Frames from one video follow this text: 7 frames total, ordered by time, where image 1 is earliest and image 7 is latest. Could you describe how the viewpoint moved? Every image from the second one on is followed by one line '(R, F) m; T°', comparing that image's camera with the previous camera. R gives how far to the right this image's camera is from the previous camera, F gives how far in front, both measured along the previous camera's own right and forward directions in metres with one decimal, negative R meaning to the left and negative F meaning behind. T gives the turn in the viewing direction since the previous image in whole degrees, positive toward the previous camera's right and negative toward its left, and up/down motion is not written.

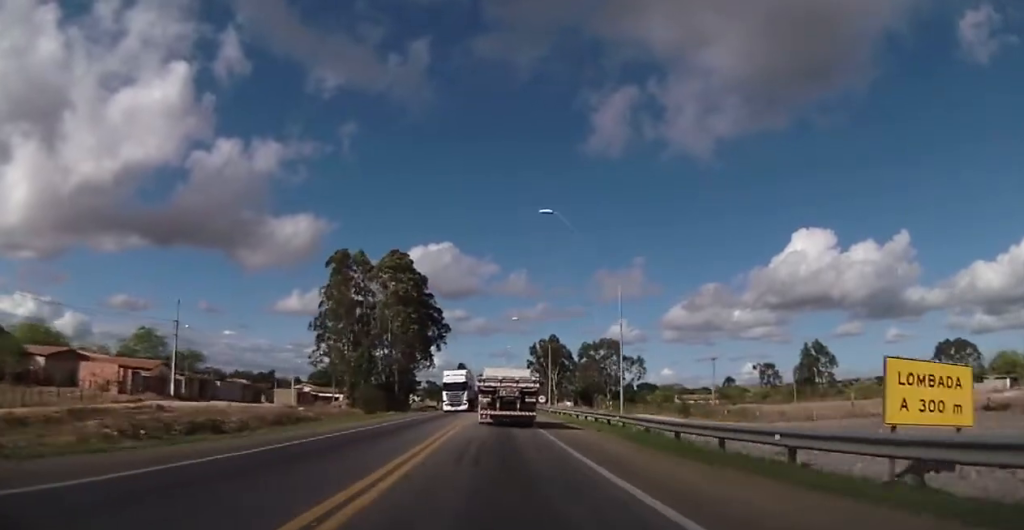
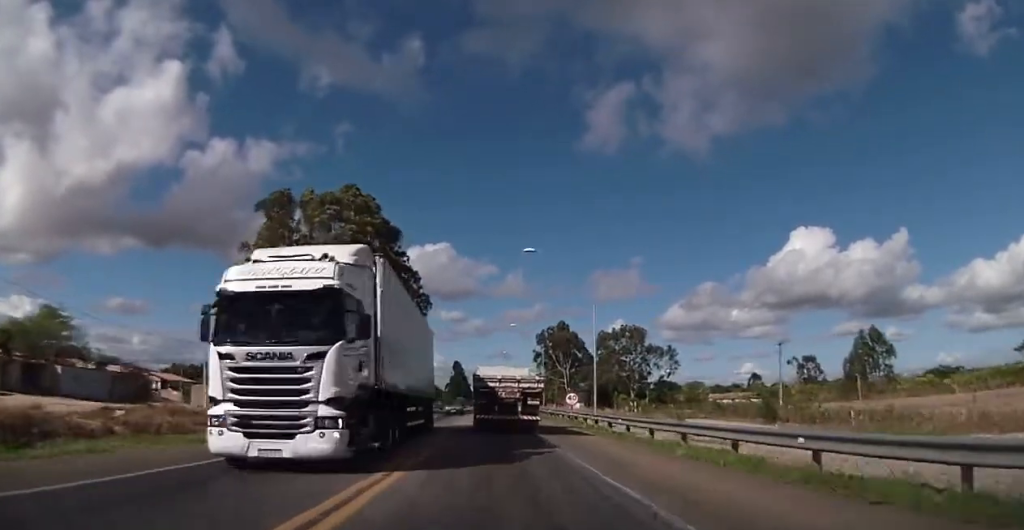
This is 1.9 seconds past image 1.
(+0.5, +33.8) m; +1°
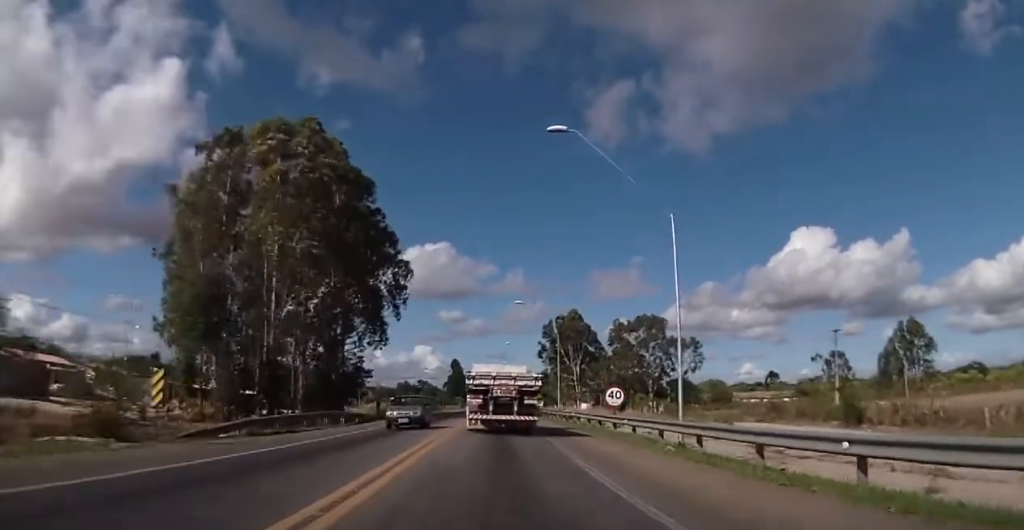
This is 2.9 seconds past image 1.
(-0.6, +18.0) m; 0°
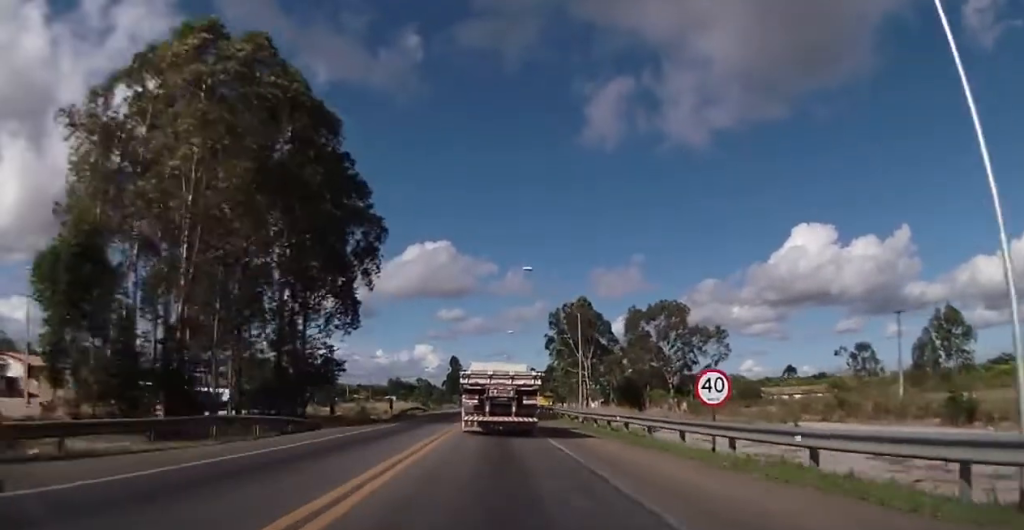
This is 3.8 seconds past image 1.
(+0.6, +14.9) m; +1°
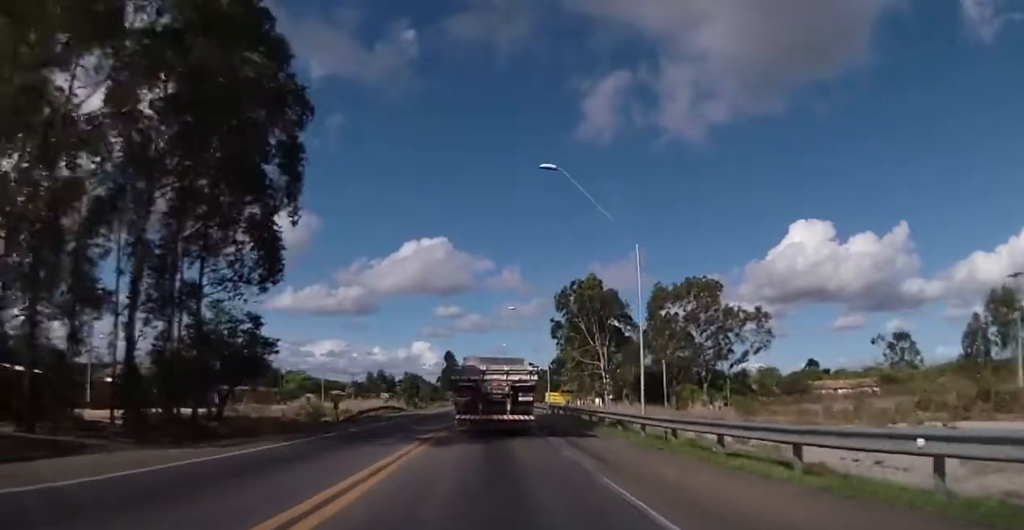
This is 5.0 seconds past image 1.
(-0.3, +20.7) m; 0°
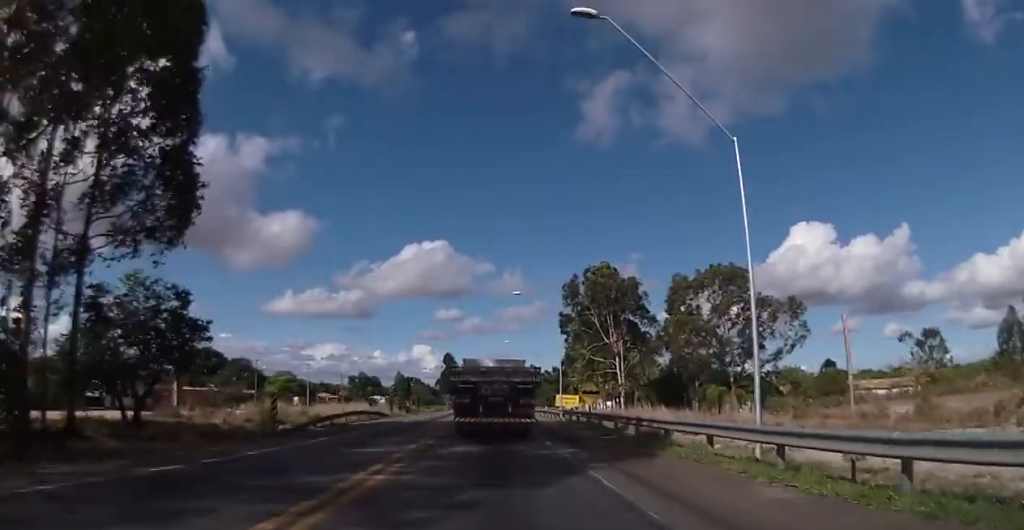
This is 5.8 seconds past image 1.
(+0.2, +11.9) m; 0°
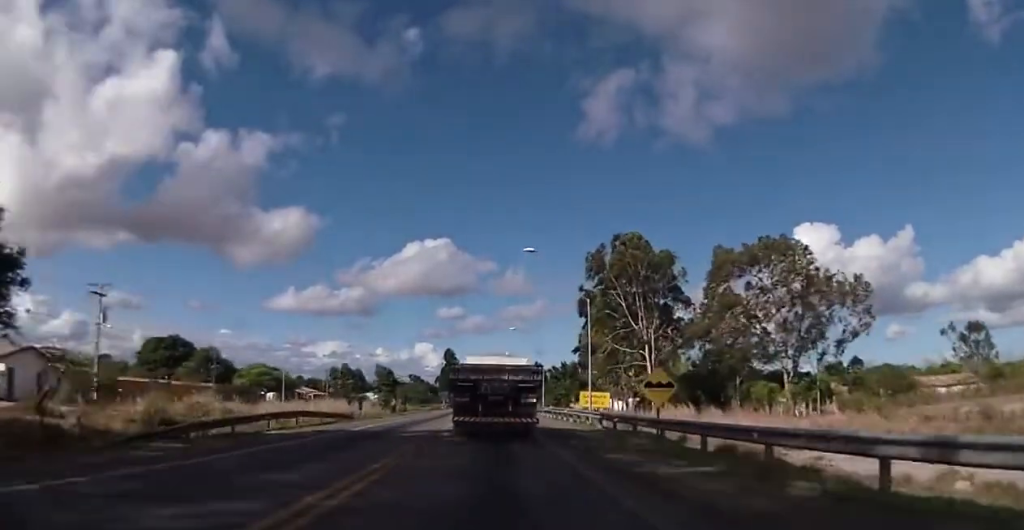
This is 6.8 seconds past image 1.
(-0.3, +16.2) m; 0°
